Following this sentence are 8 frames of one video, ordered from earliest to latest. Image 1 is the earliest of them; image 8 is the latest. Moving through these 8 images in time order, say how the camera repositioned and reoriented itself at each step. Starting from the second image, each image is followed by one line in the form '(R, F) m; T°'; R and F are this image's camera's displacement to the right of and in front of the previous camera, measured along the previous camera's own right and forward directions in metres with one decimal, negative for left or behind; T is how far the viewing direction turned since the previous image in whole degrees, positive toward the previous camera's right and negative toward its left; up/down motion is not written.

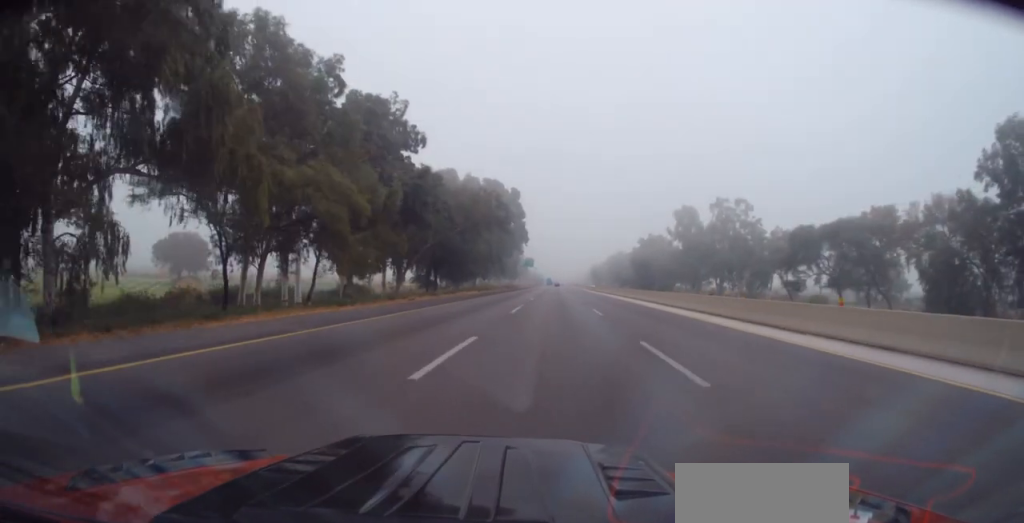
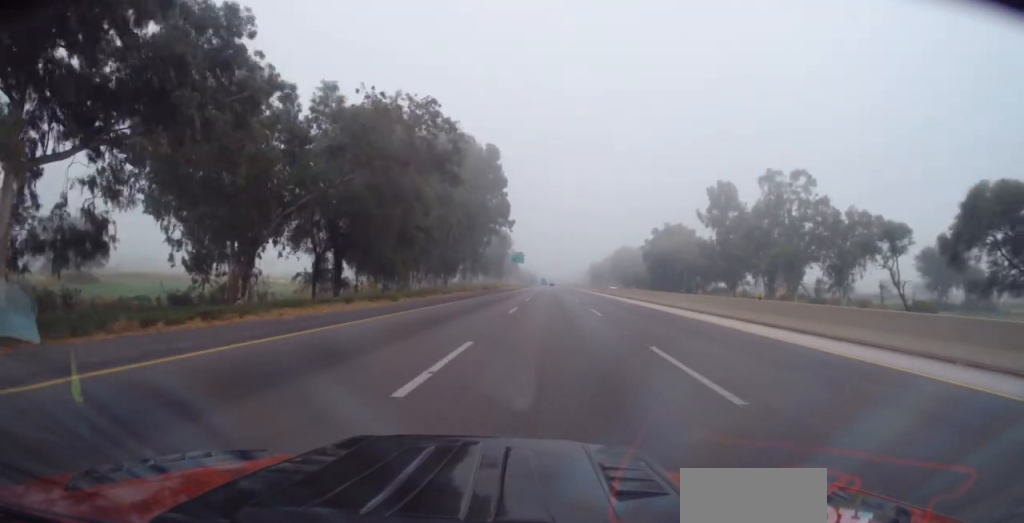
(-0.5, +37.1) m; +1°
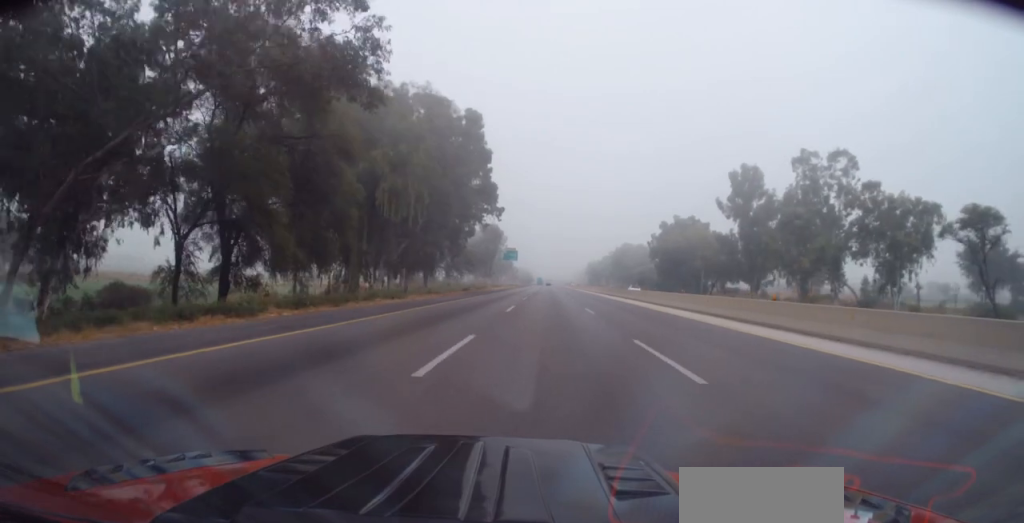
(+0.5, +16.5) m; +1°
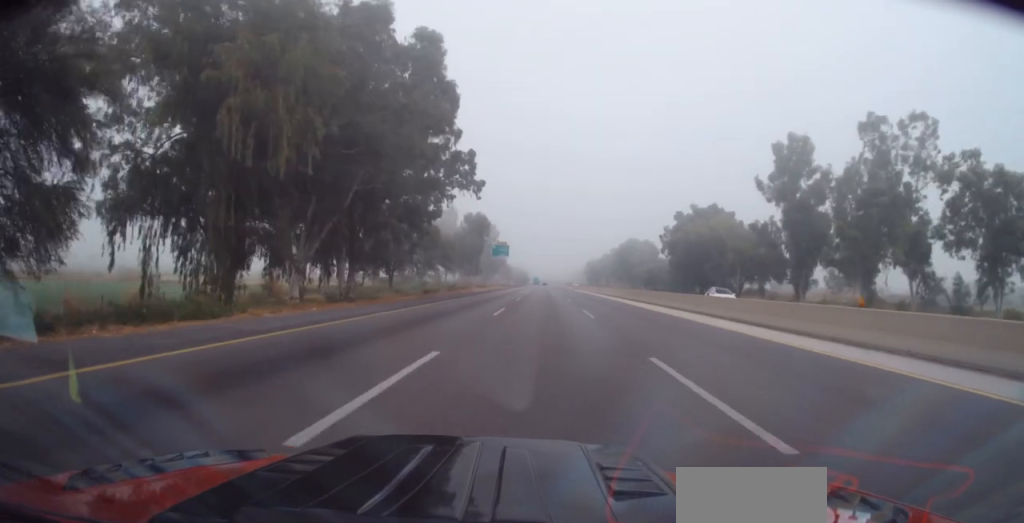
(0.0, +21.3) m; 0°
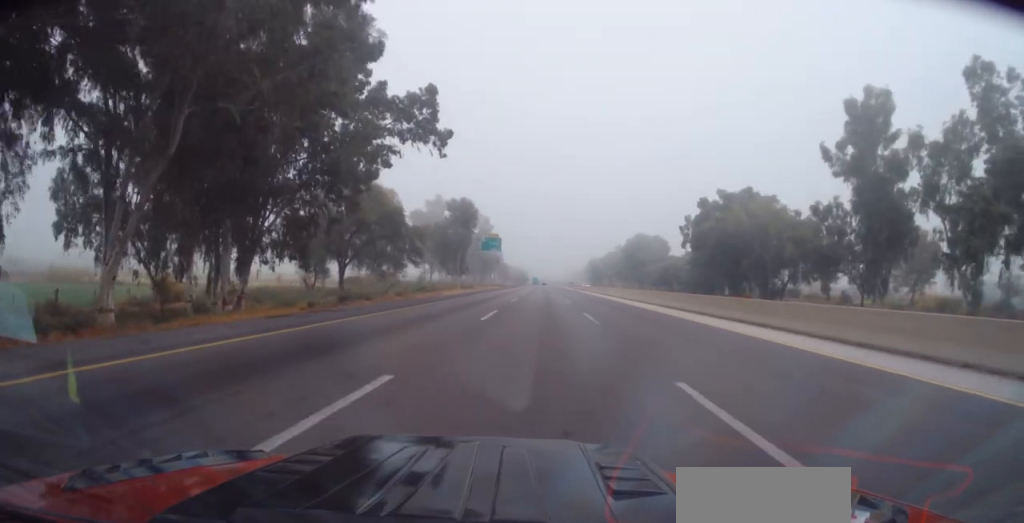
(-0.1, +20.6) m; 0°
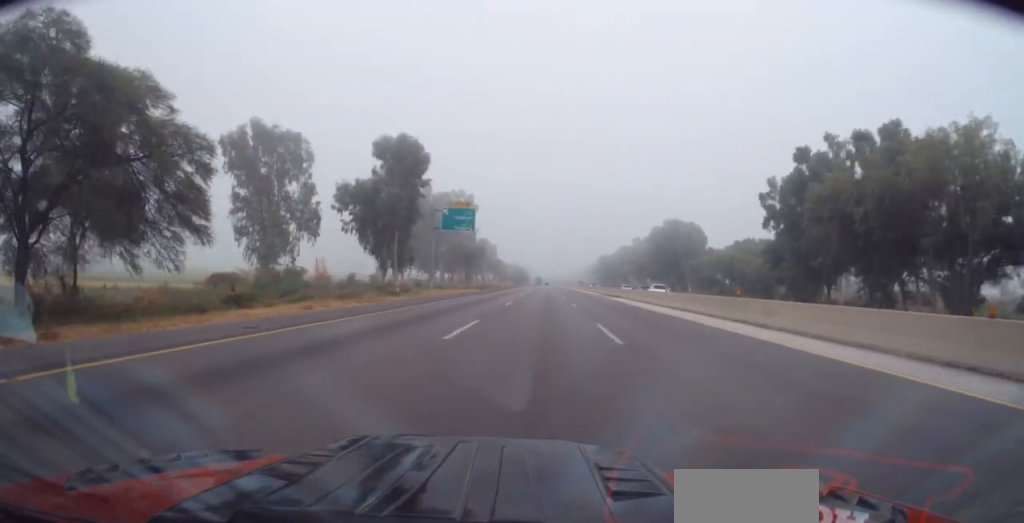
(-0.3, +43.0) m; -1°
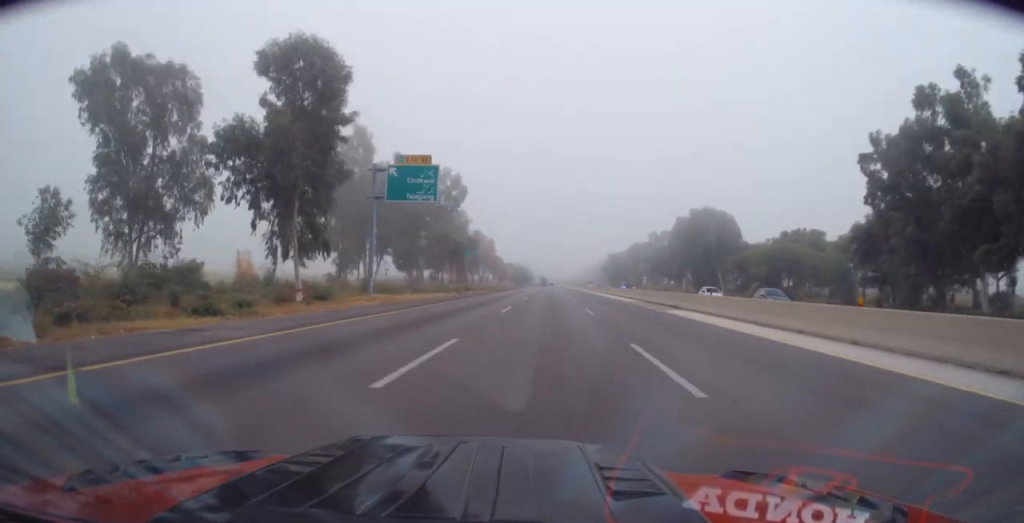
(-0.1, +24.9) m; 0°
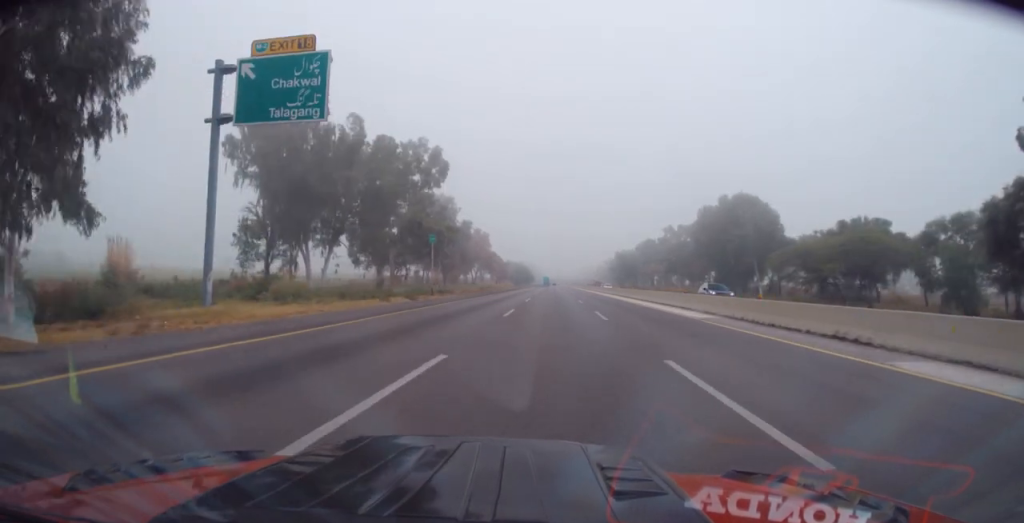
(+0.2, +20.9) m; 0°
